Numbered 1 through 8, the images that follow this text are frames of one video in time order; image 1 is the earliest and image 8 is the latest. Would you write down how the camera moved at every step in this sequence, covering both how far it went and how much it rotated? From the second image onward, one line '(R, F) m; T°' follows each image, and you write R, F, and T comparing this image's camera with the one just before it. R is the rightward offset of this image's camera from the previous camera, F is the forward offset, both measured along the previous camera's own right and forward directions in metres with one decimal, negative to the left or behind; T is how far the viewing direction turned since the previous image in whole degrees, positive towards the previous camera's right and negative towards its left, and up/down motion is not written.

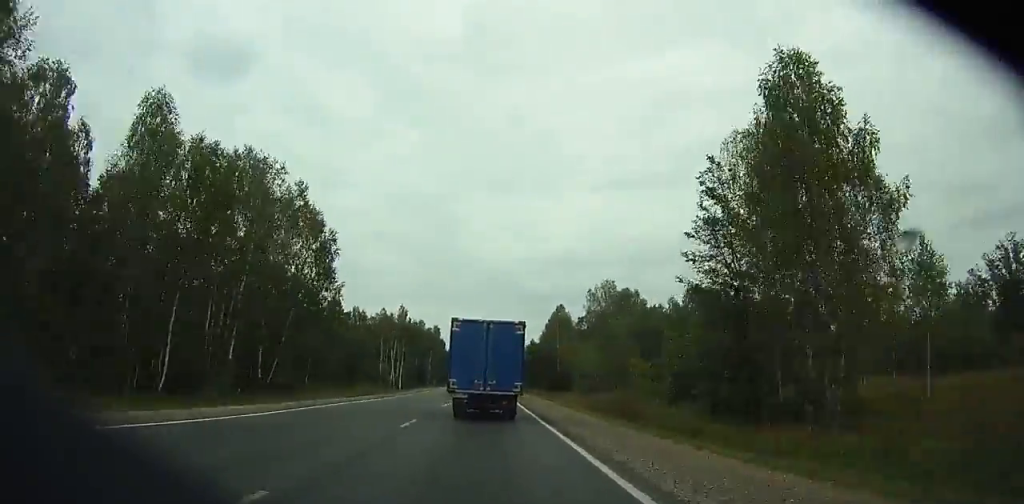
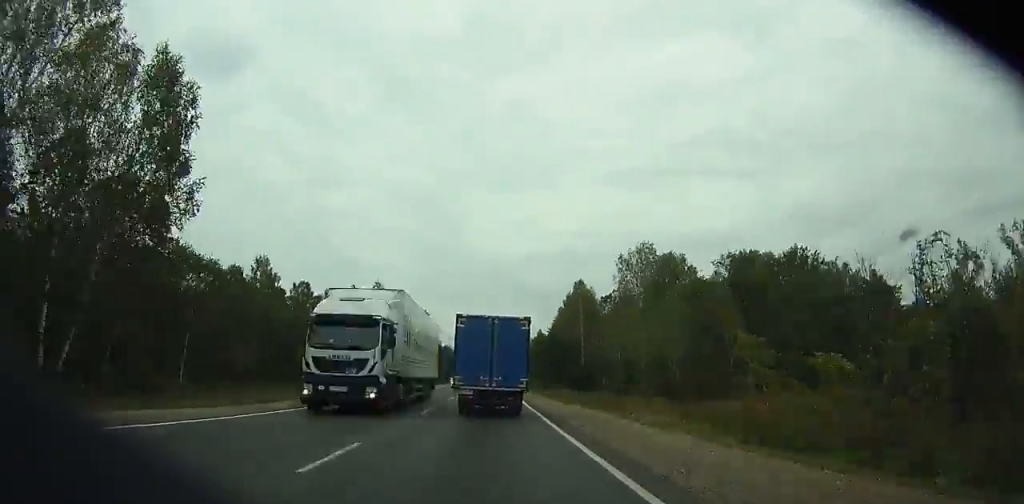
(0.0, +31.2) m; 0°
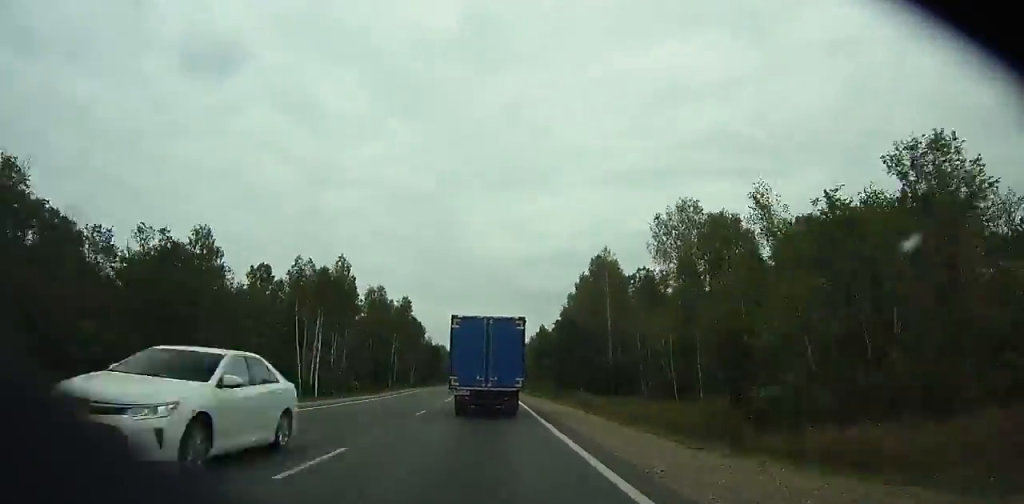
(0.0, +25.2) m; 0°
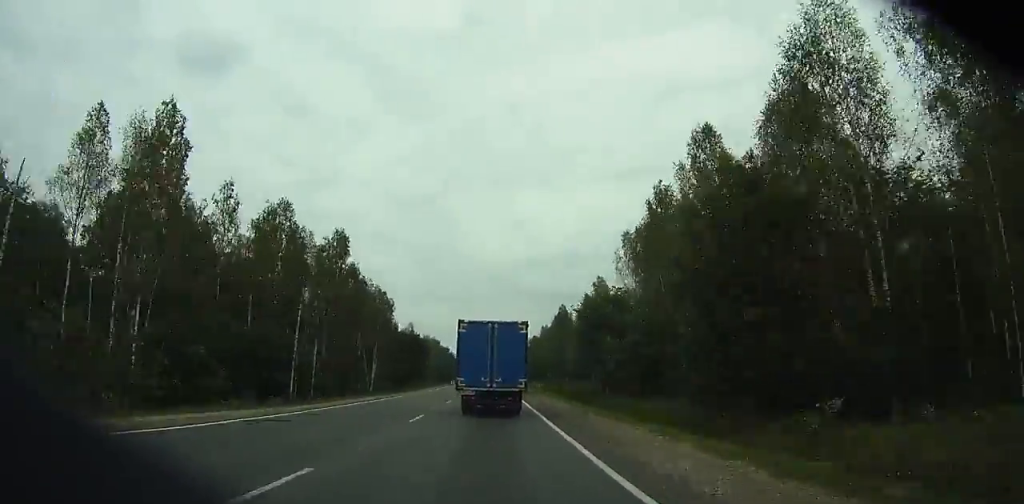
(0.0, +49.9) m; 0°
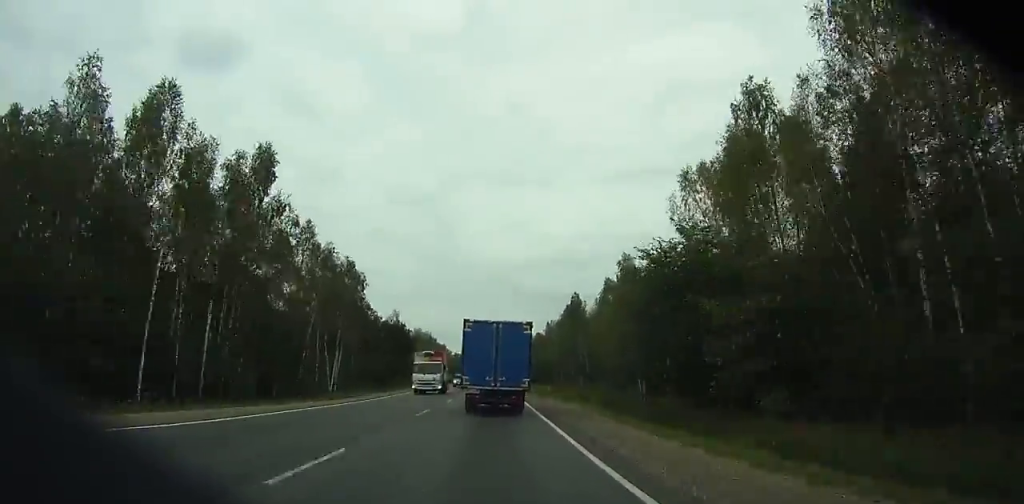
(0.0, +22.9) m; 0°
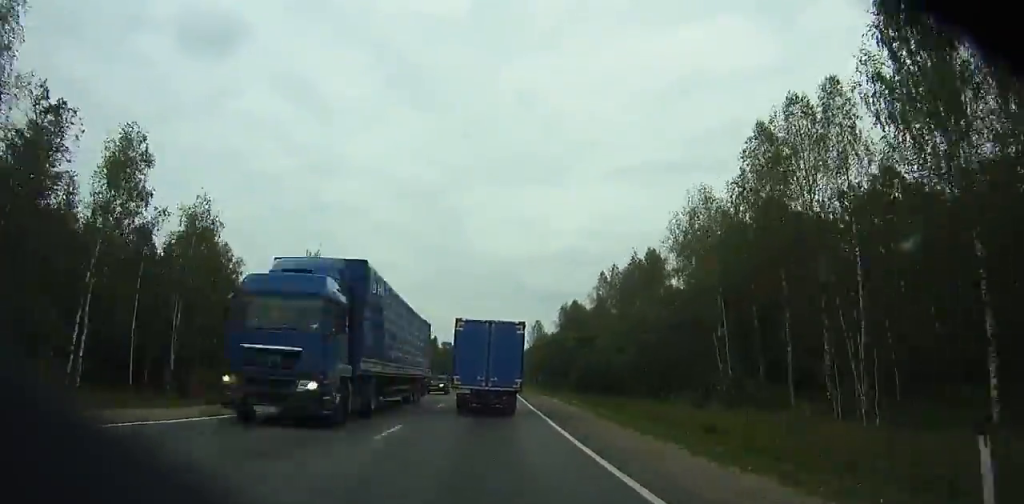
(-0.2, +102.6) m; 0°
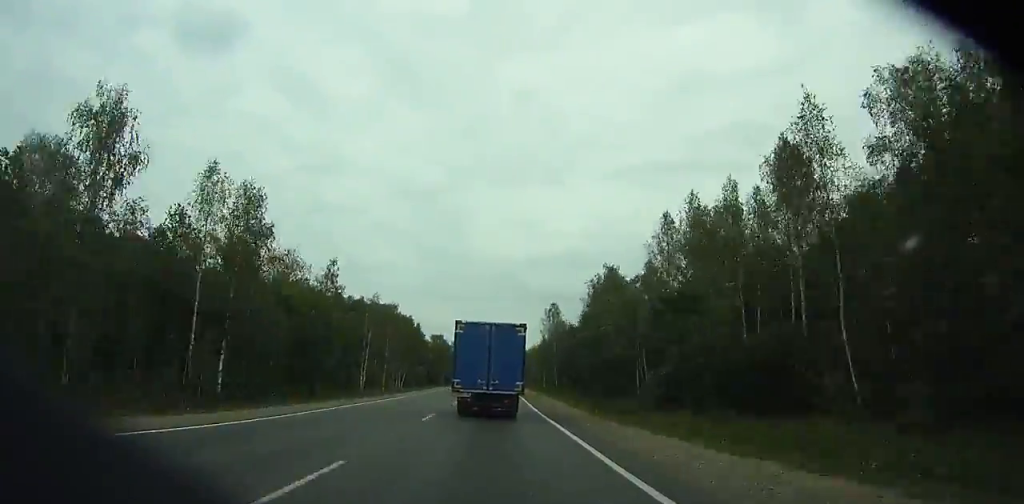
(-0.1, +41.8) m; 0°
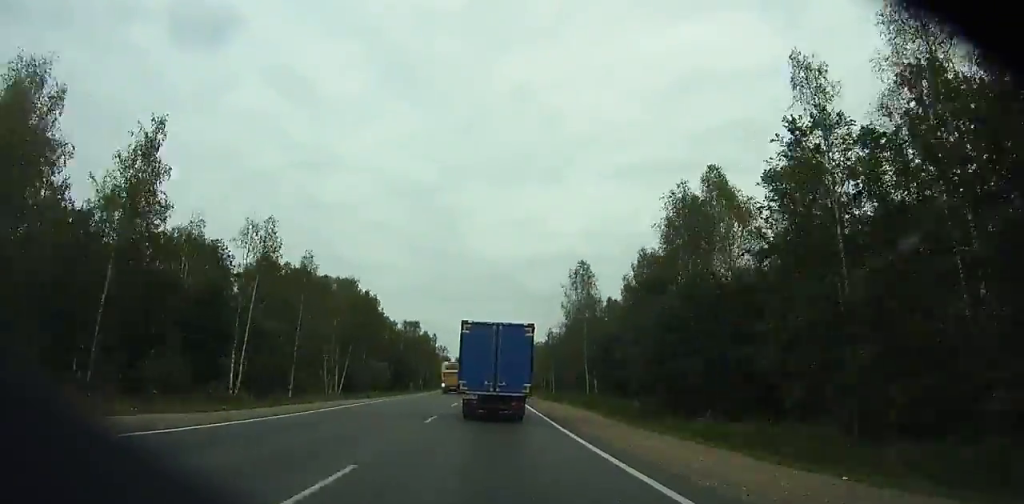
(+0.1, +47.6) m; 0°
